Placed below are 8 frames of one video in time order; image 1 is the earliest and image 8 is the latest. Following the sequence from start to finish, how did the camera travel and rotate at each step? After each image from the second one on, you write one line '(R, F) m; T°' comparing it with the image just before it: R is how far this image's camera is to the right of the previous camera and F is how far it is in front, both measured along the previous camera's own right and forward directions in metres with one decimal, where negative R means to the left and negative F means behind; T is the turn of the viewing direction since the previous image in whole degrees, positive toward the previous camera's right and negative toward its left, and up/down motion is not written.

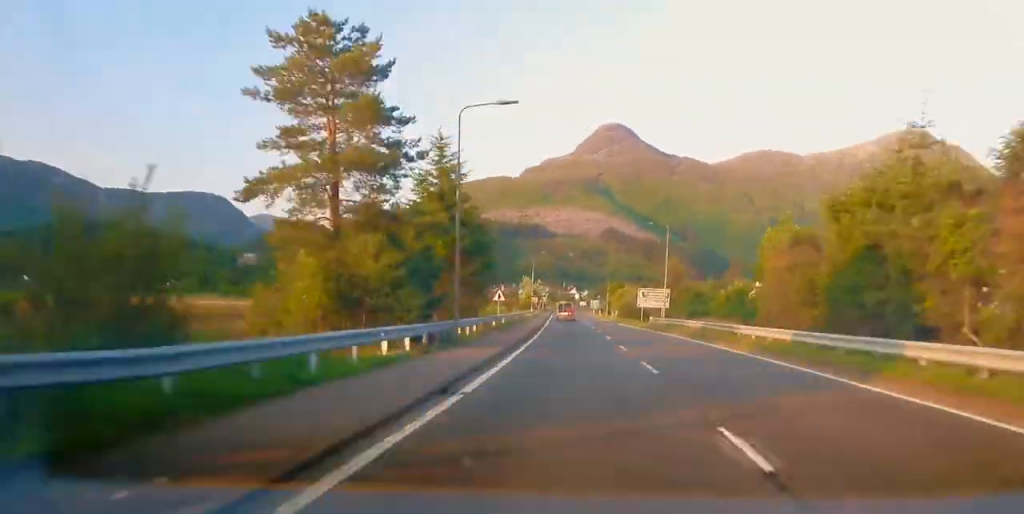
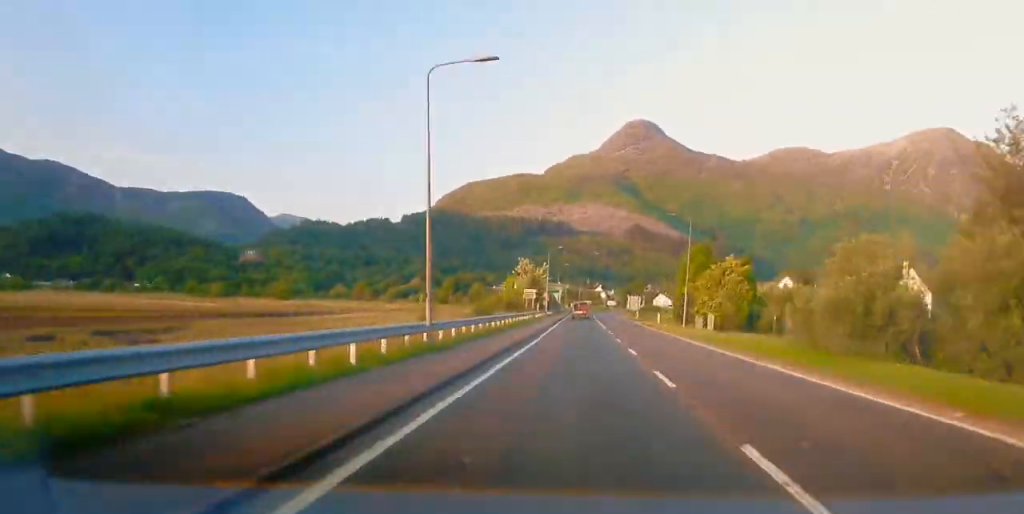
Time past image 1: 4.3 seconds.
(-0.7, +46.3) m; +2°
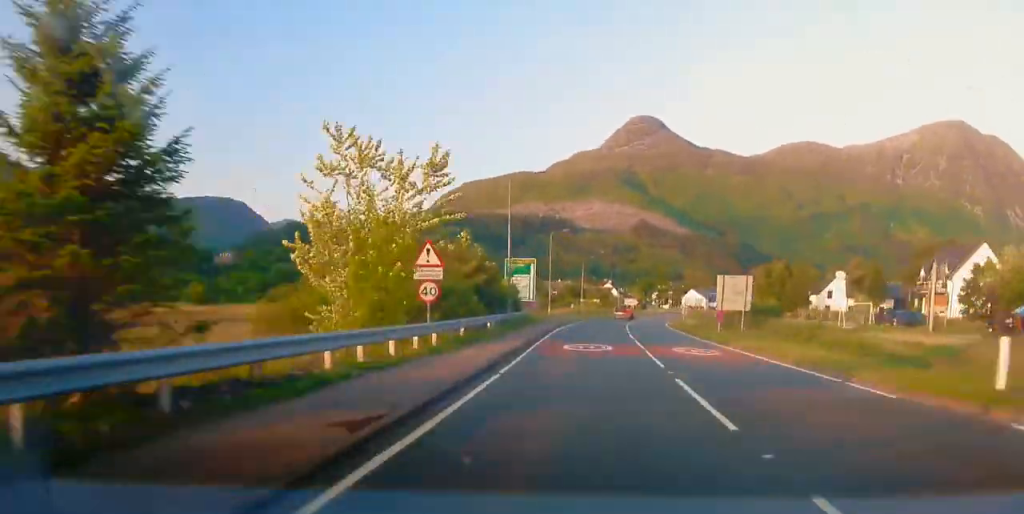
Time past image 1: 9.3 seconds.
(+2.8, +65.3) m; +5°
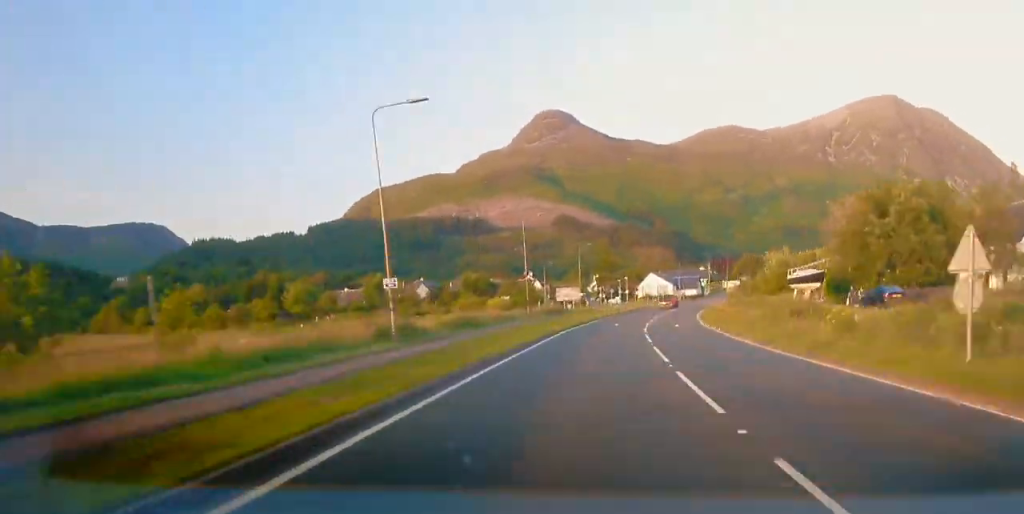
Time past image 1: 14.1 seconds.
(+1.5, +64.4) m; +4°
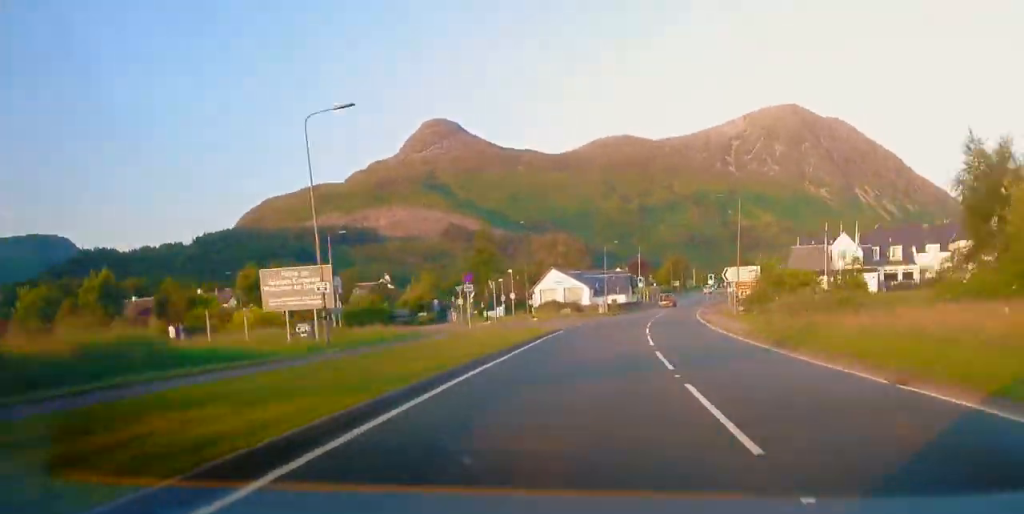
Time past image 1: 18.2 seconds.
(+3.0, +57.6) m; +4°
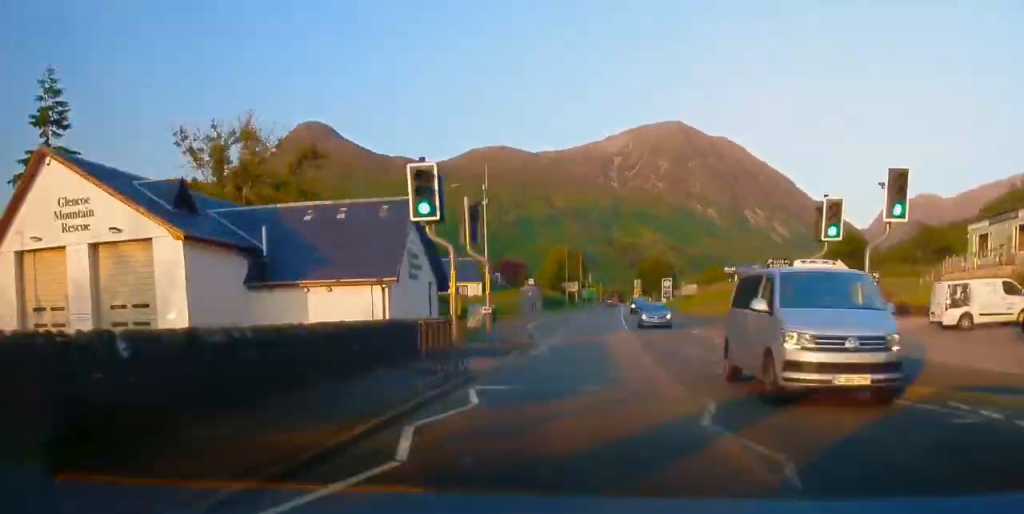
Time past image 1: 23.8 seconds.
(+3.6, +83.0) m; +3°
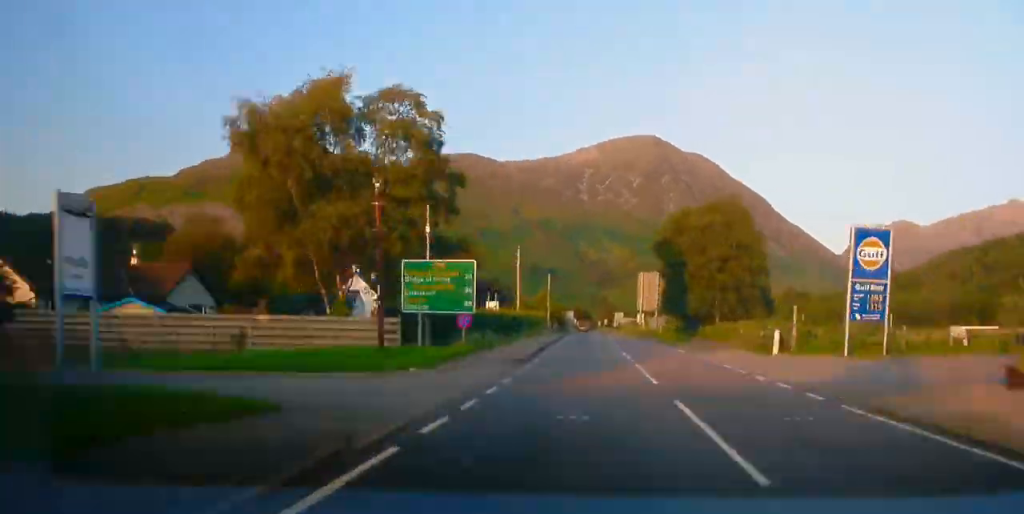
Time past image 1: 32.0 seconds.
(+3.6, +128.7) m; +2°
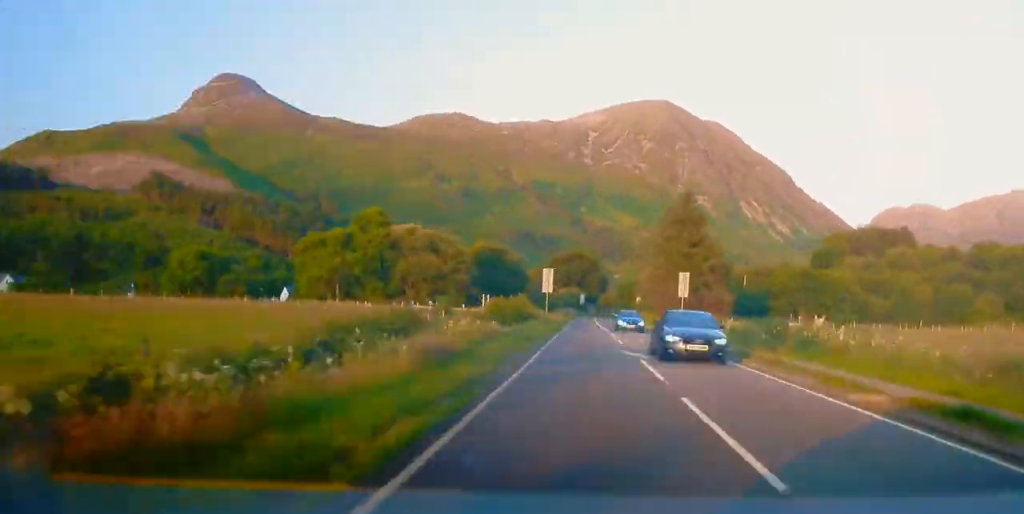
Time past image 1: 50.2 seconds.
(+6.3, +313.2) m; +9°
